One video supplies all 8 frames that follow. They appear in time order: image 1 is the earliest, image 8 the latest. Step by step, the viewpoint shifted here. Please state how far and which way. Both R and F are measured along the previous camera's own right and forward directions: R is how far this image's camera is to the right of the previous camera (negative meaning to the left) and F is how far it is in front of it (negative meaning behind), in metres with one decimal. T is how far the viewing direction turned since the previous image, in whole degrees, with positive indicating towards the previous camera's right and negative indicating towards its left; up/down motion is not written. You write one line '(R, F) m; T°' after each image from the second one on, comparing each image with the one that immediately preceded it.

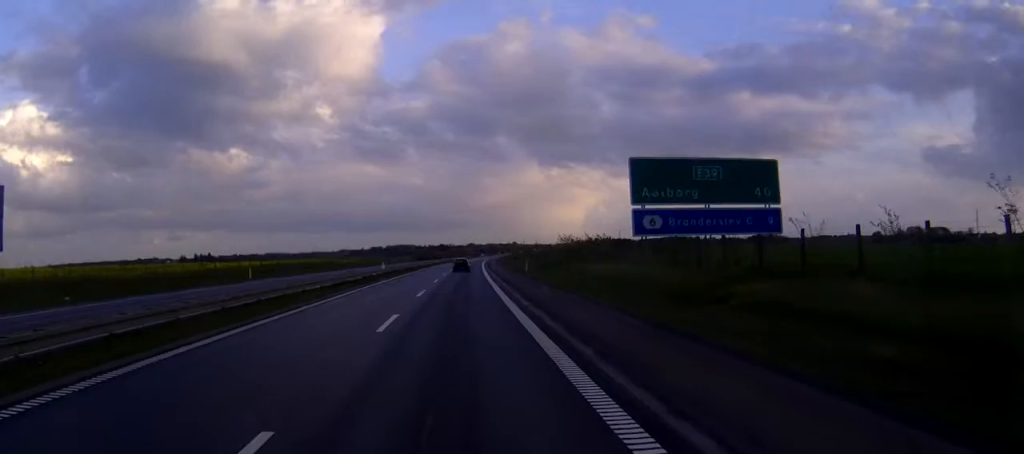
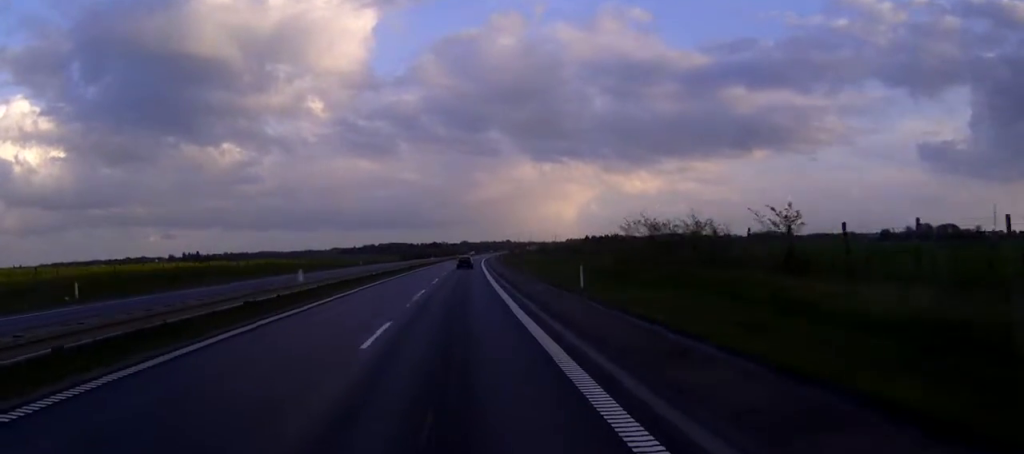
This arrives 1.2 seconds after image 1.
(+0.2, +32.9) m; +1°
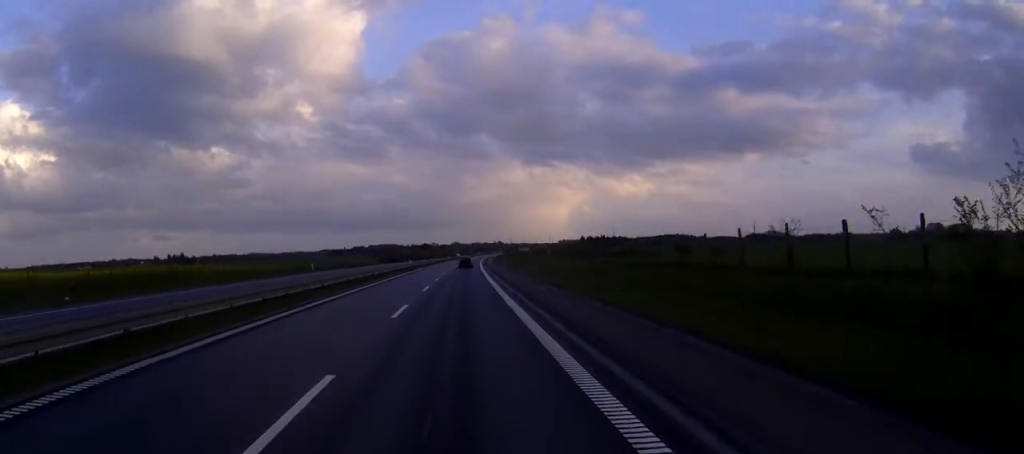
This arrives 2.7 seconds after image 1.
(+0.3, +38.3) m; +1°
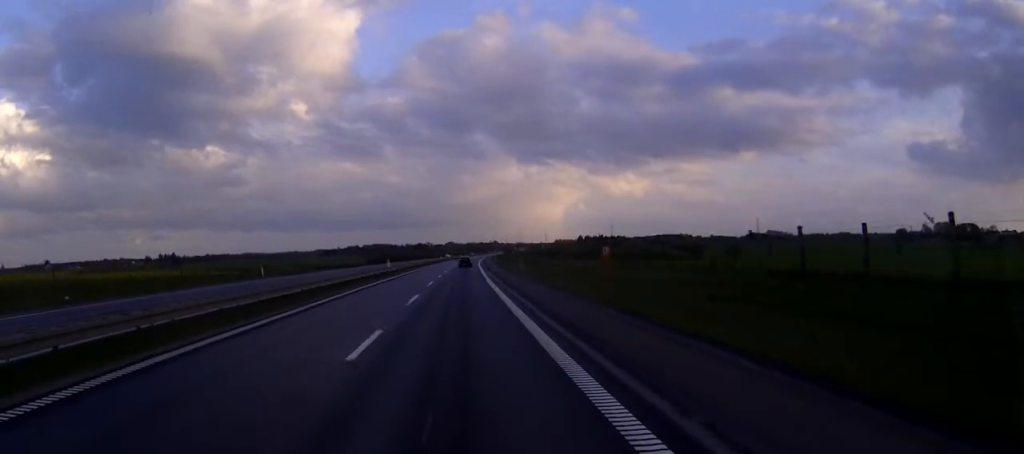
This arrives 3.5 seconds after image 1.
(+0.1, +23.1) m; 0°
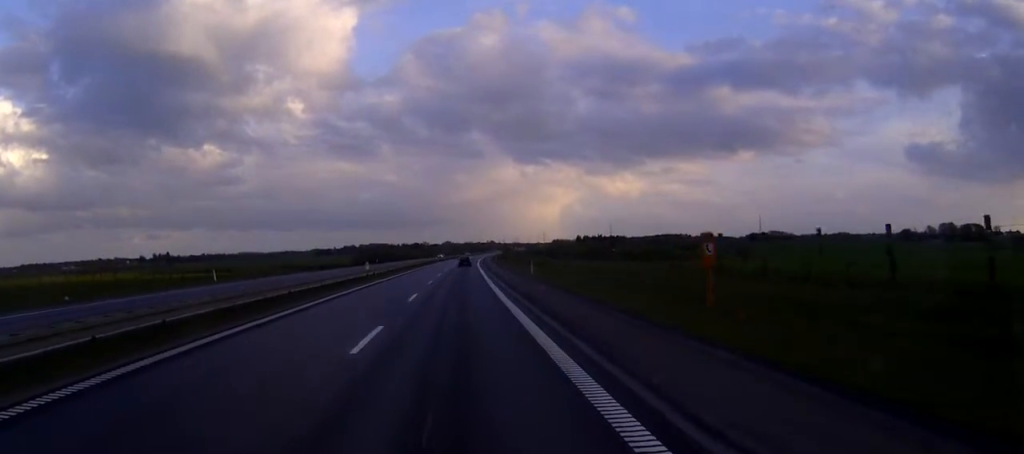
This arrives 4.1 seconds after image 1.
(0.0, +14.2) m; 0°
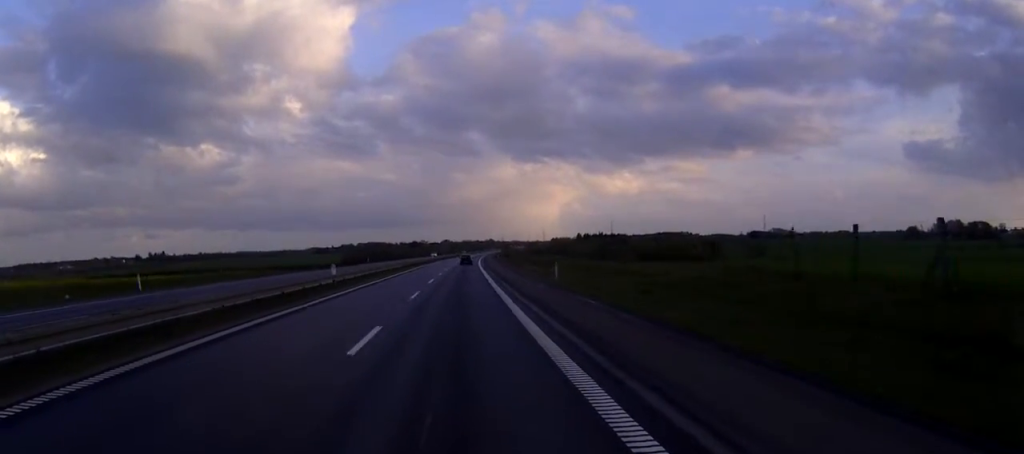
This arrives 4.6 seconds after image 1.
(+0.1, +15.1) m; 0°
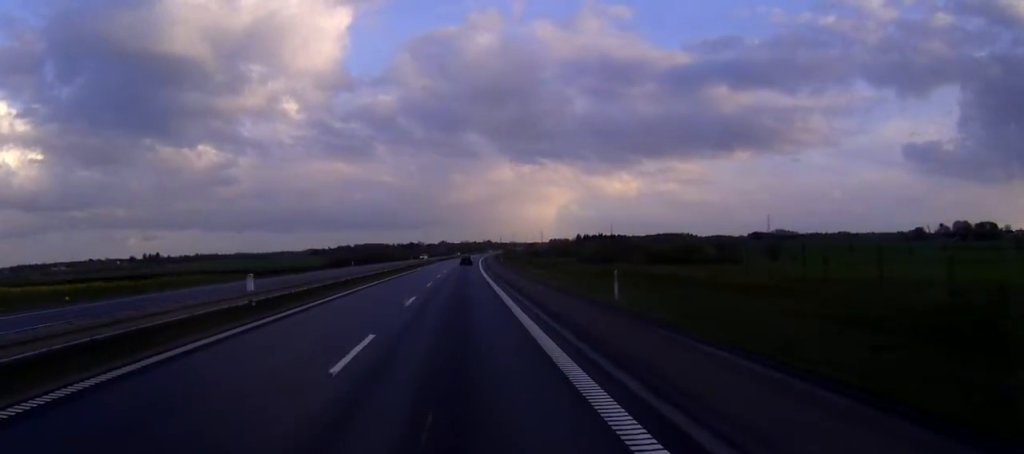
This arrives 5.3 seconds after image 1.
(0.0, +16.8) m; 0°
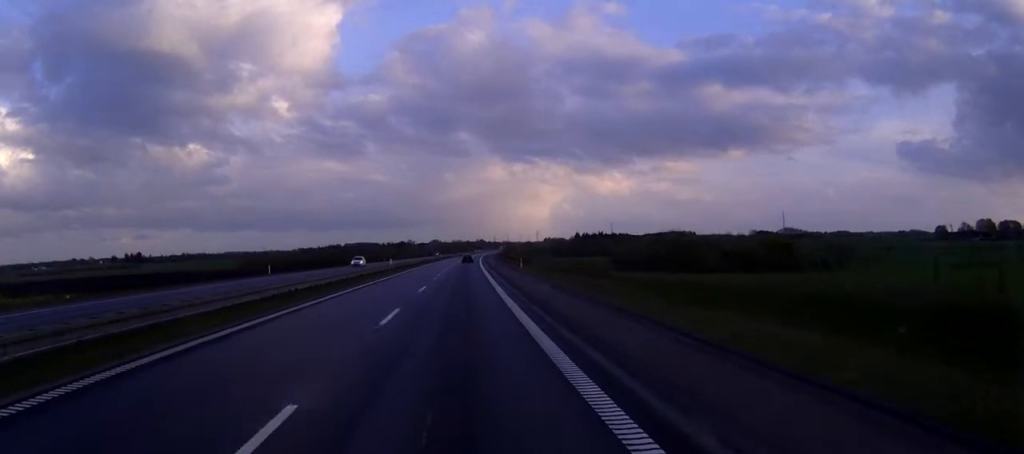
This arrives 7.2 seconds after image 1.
(+0.1, +52.4) m; 0°
